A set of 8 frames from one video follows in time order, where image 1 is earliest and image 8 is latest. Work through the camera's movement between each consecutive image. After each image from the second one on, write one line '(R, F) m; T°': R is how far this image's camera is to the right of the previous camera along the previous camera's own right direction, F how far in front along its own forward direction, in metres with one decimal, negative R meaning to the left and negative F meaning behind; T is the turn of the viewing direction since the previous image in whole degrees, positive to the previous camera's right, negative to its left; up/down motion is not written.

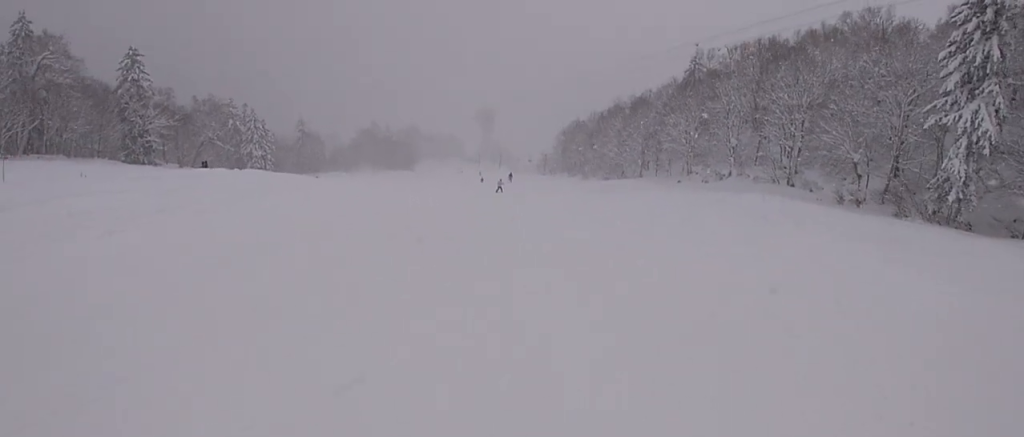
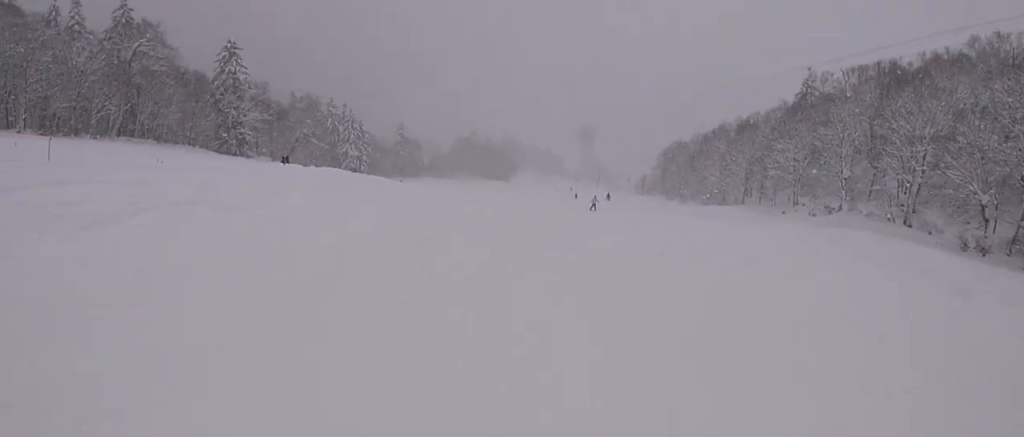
(-1.0, +3.8) m; -14°
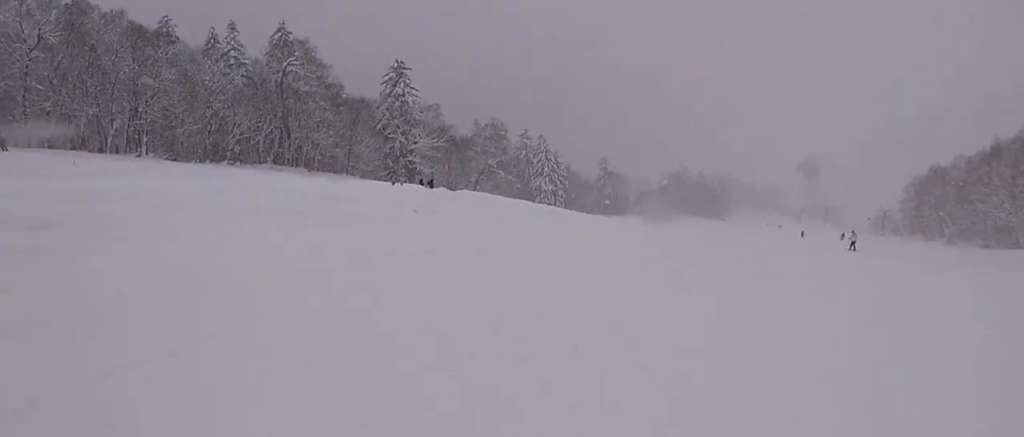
(-5.7, +16.2) m; -15°
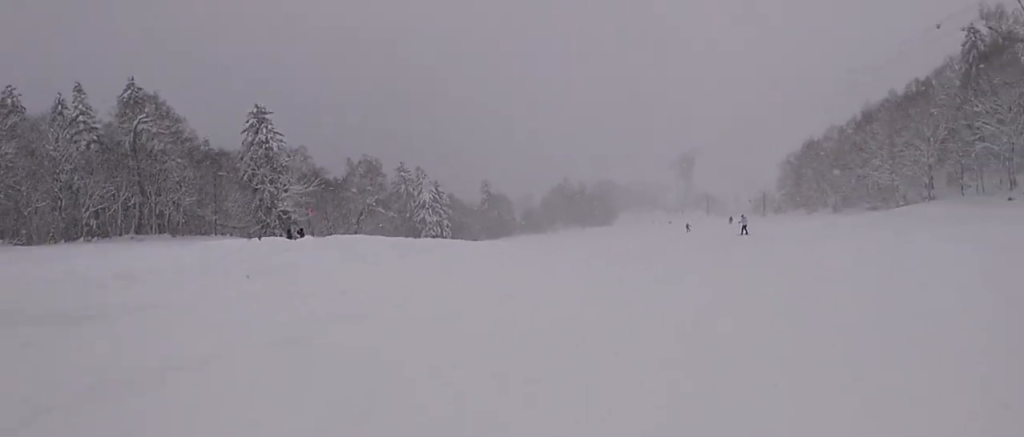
(+0.2, +3.2) m; +9°
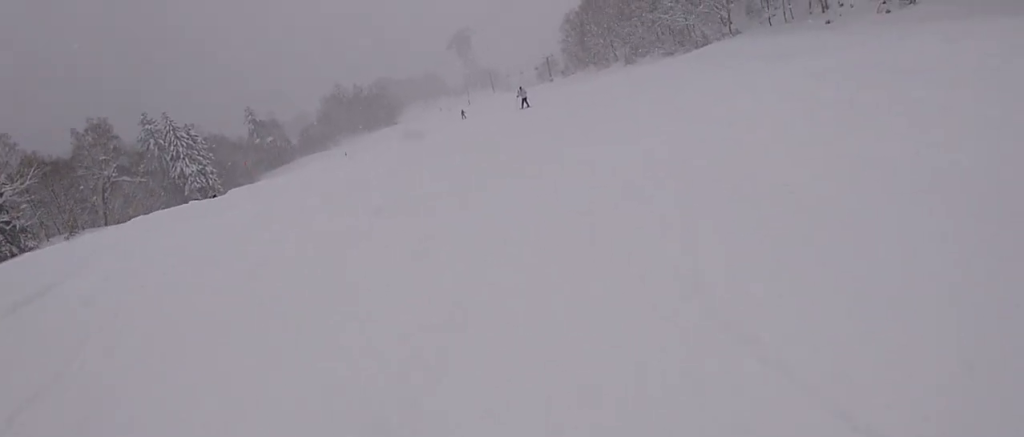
(+2.5, +8.4) m; +21°
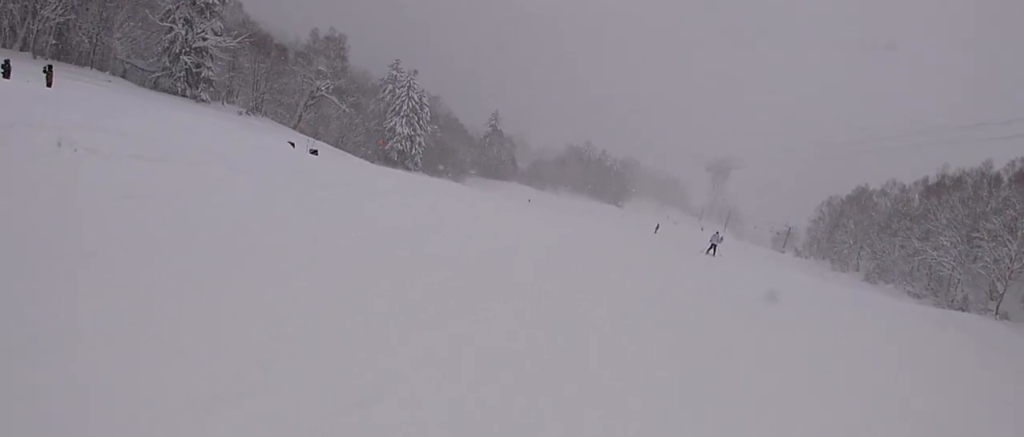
(-0.6, +10.7) m; -24°
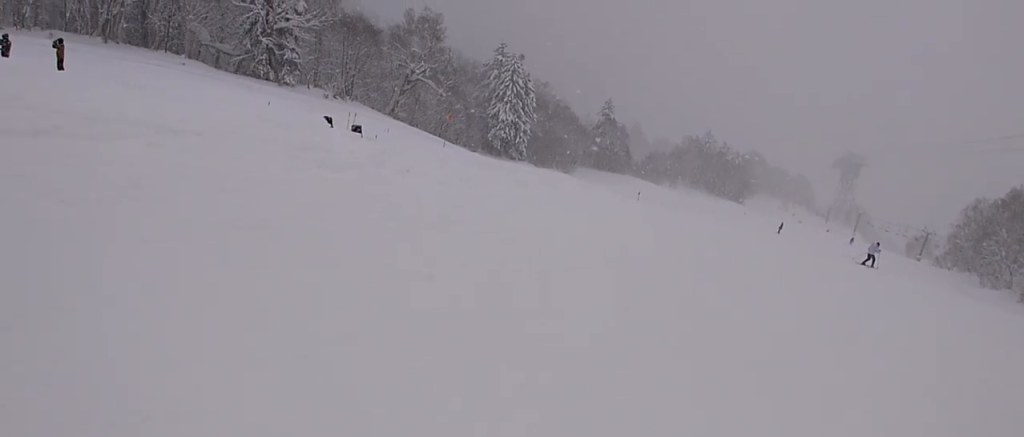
(-1.4, +6.7) m; -2°
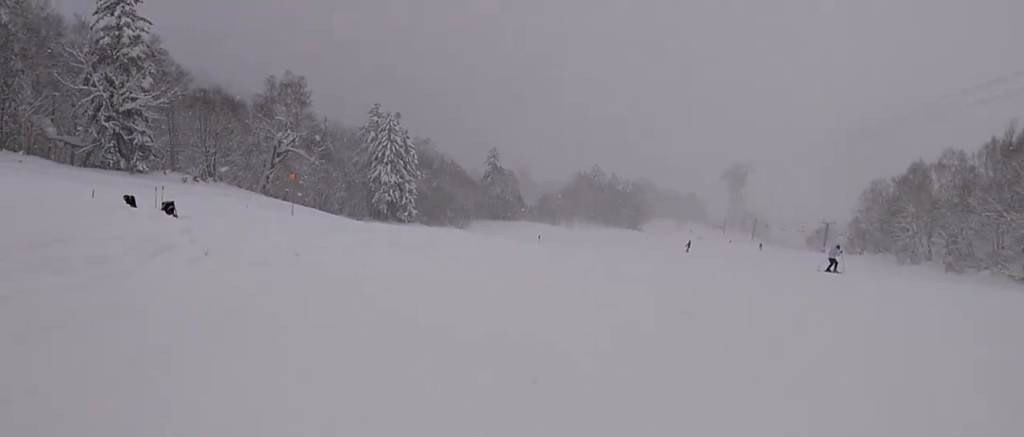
(+0.8, +5.3) m; +7°
